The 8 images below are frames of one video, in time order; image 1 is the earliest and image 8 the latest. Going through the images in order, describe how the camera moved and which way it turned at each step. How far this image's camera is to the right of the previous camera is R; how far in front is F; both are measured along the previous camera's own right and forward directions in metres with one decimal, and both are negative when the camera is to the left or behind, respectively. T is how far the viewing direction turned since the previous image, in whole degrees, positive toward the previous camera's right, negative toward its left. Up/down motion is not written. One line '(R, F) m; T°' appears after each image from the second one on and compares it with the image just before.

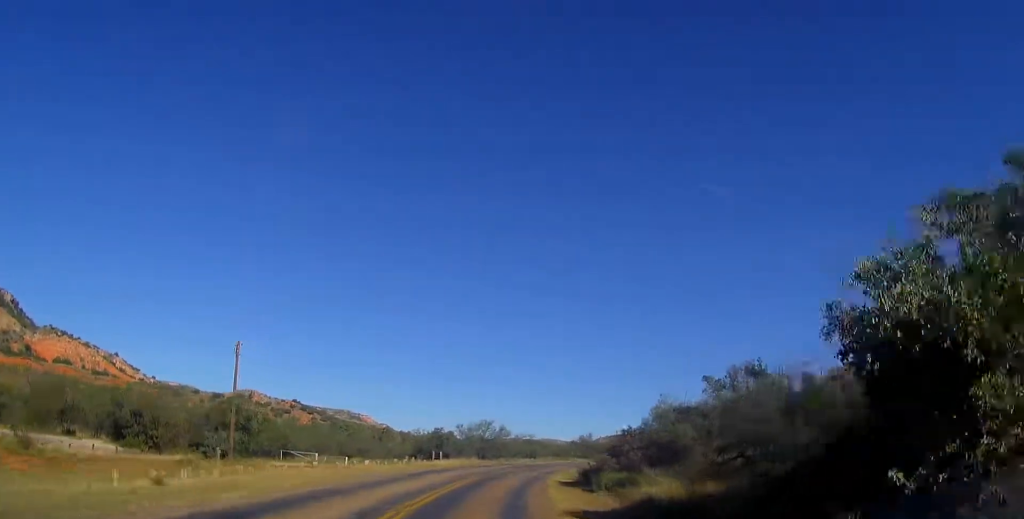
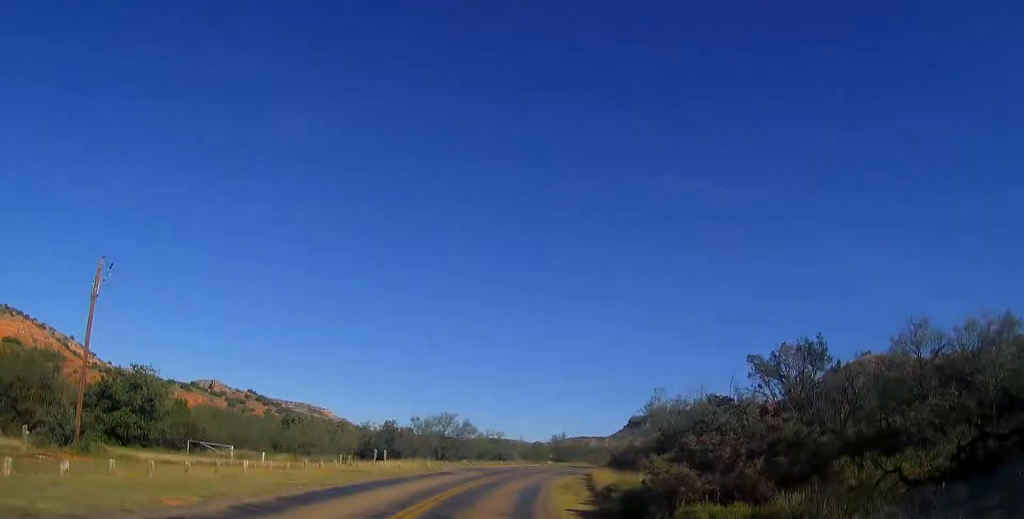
(+0.2, +14.1) m; +3°
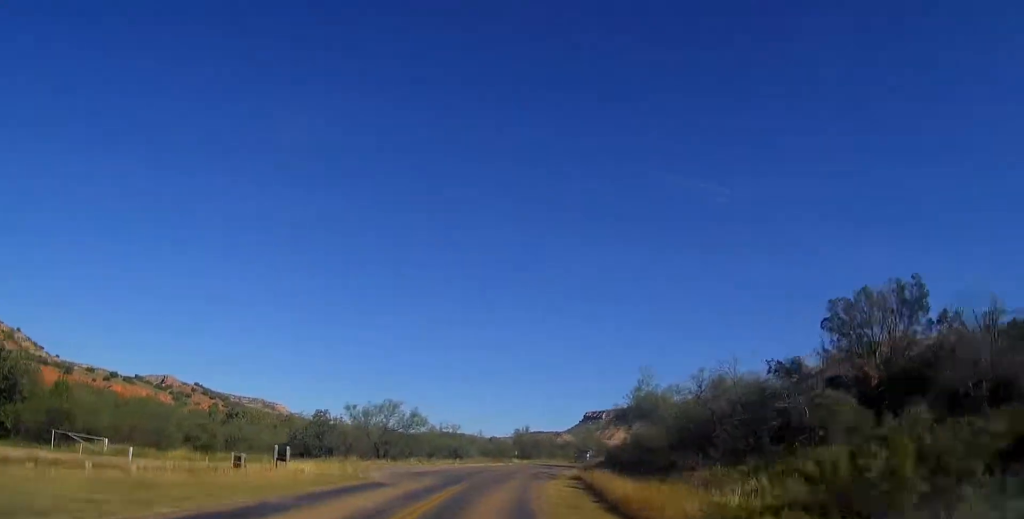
(+0.2, +12.1) m; +4°
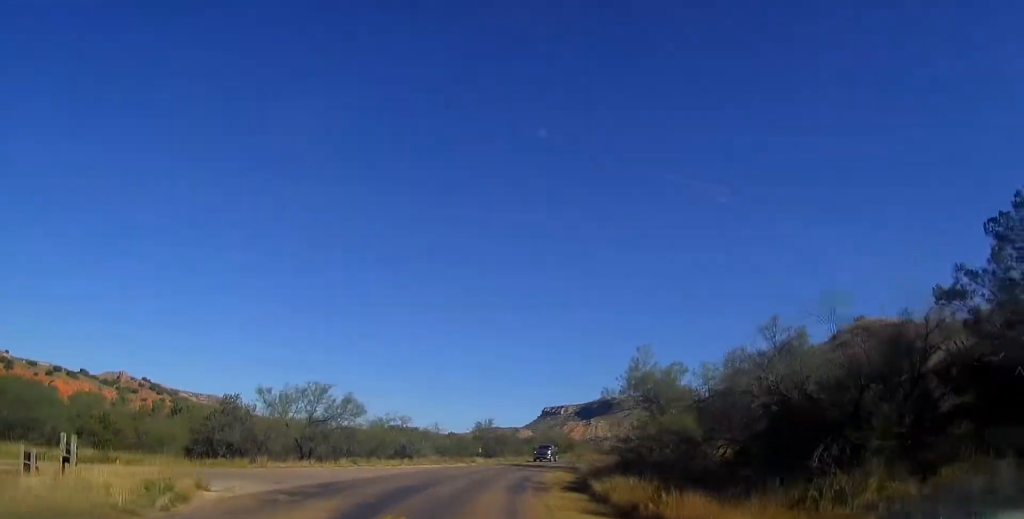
(+0.8, +12.9) m; +6°
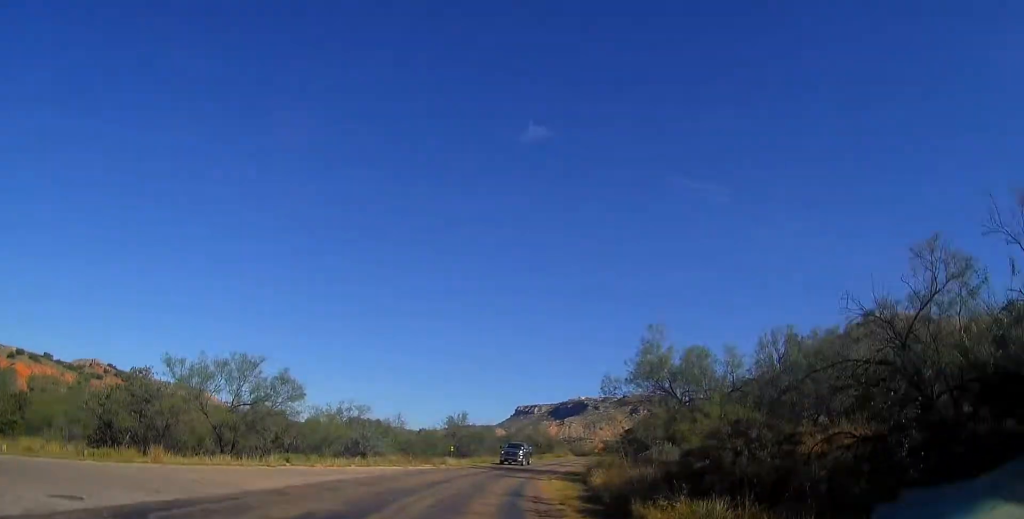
(+0.4, +9.4) m; +2°
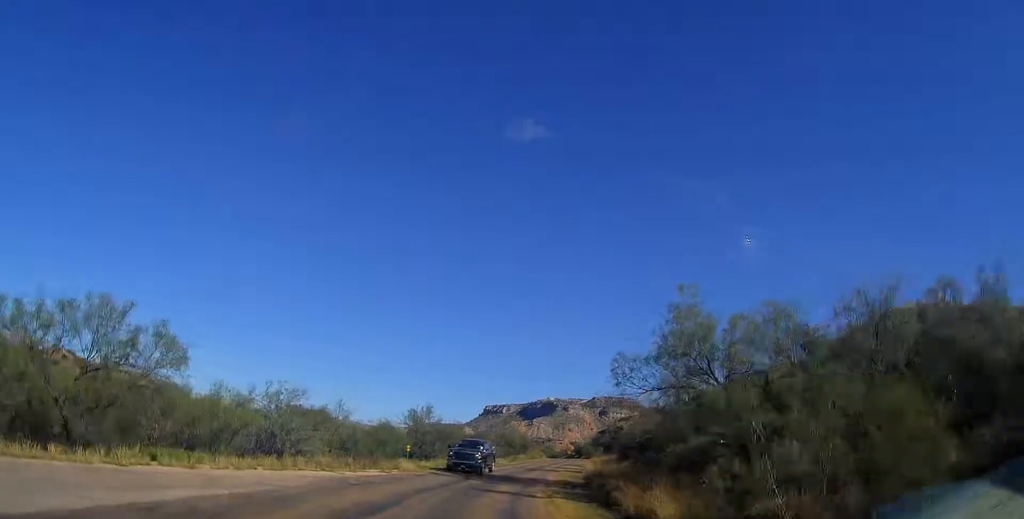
(+0.2, +10.9) m; +2°
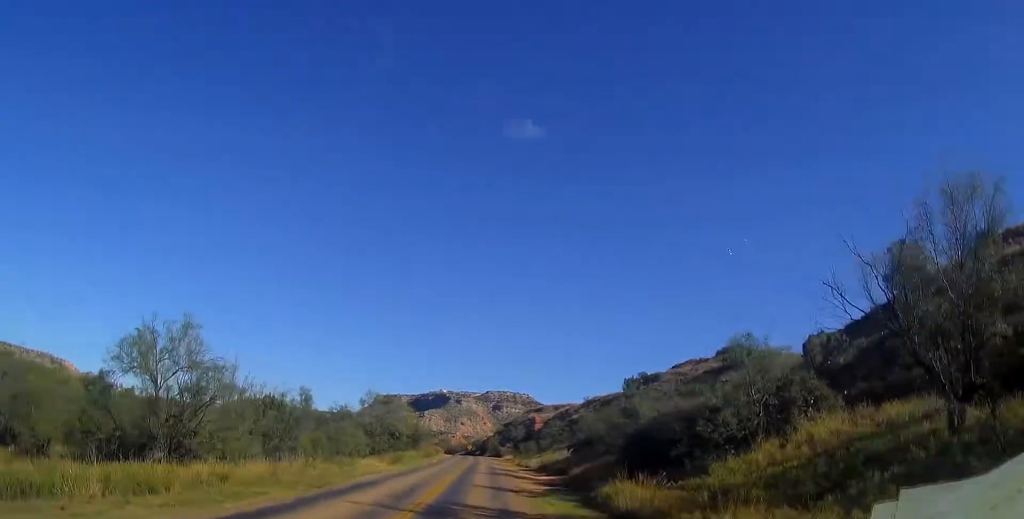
(+3.3, +36.2) m; +10°
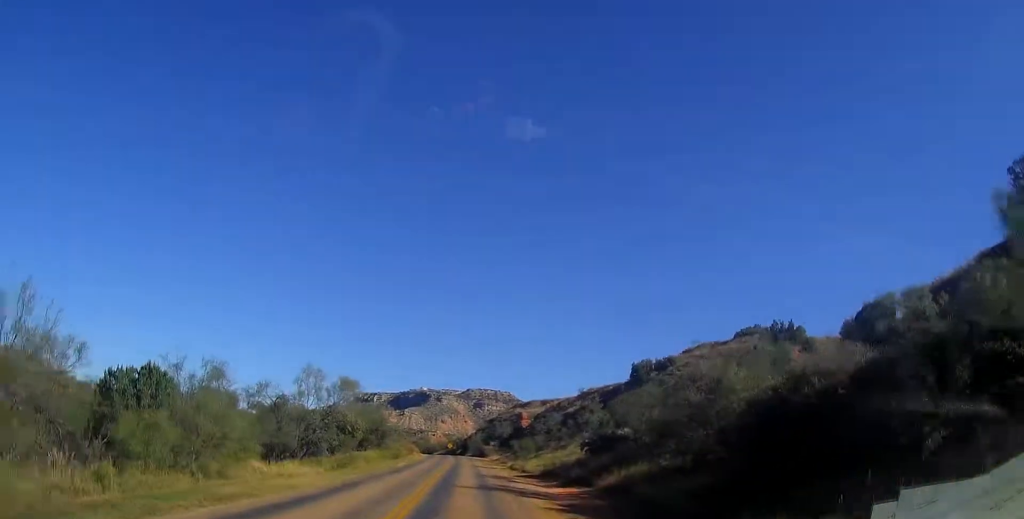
(+0.2, +14.4) m; 0°
